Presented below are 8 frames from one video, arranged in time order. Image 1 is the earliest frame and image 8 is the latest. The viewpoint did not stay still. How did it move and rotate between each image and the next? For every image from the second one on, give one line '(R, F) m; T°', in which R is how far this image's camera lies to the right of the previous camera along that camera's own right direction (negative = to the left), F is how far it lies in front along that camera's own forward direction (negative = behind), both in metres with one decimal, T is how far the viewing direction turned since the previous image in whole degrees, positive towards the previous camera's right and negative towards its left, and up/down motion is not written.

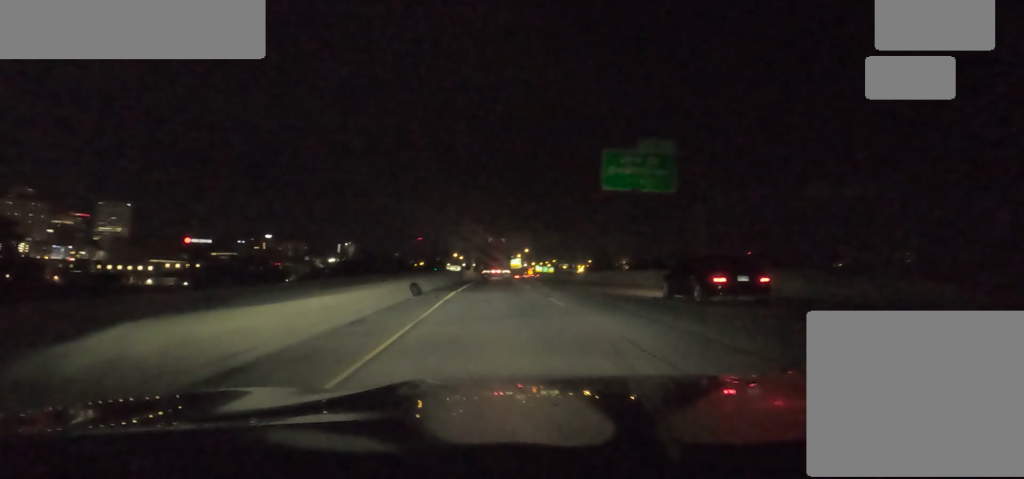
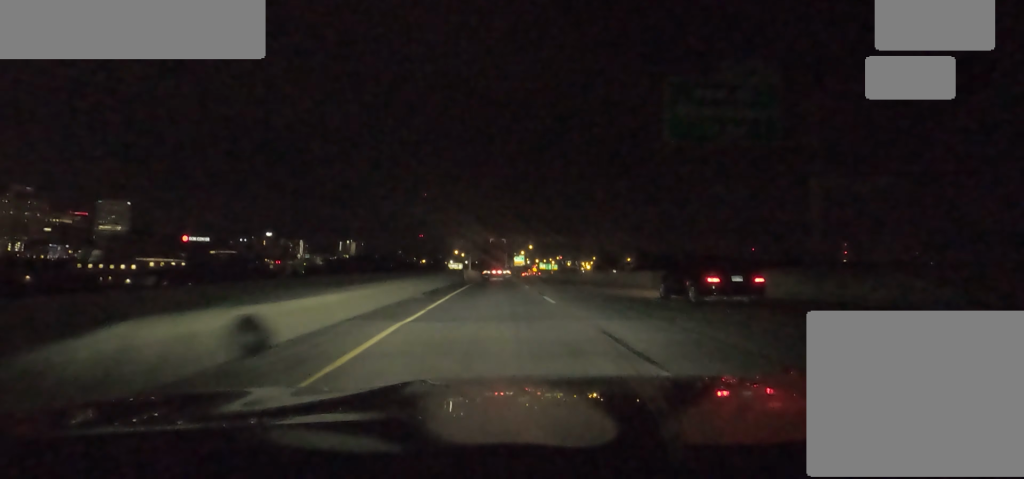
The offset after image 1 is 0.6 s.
(0.0, +12.4) m; 0°
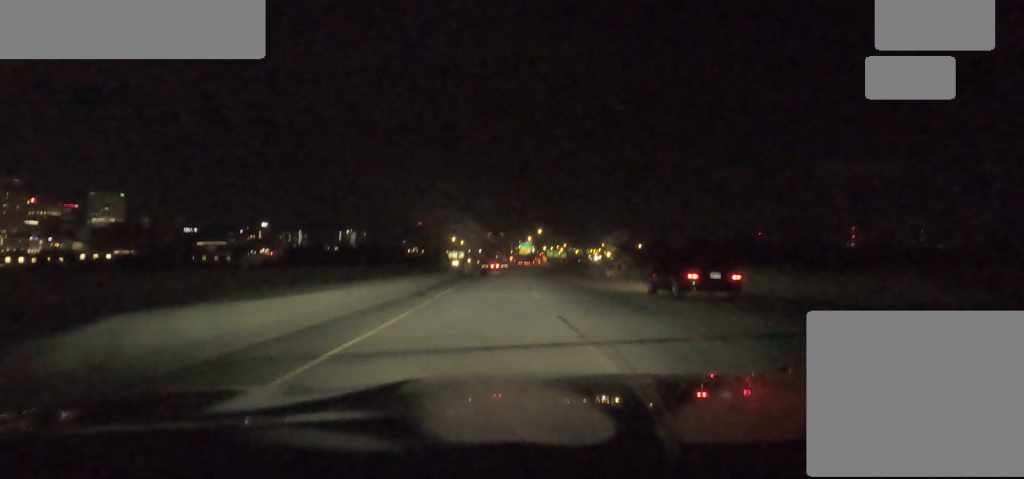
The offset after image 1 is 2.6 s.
(+1.4, +39.4) m; +2°
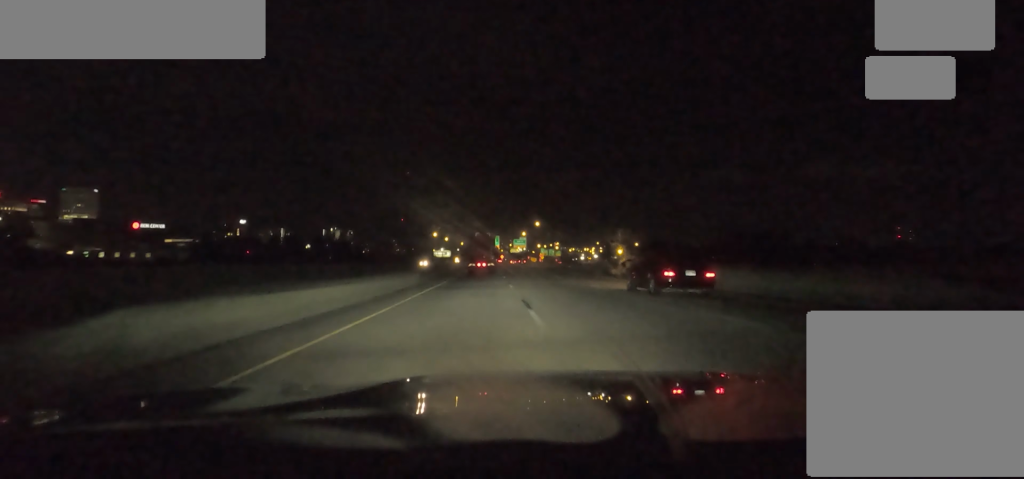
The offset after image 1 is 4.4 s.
(+0.2, +35.7) m; 0°
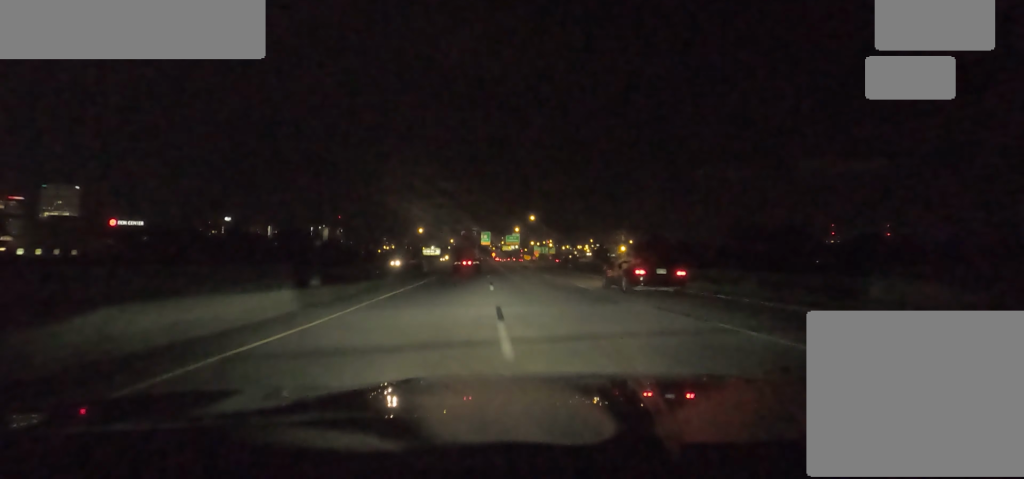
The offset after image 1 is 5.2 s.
(-0.1, +16.3) m; 0°
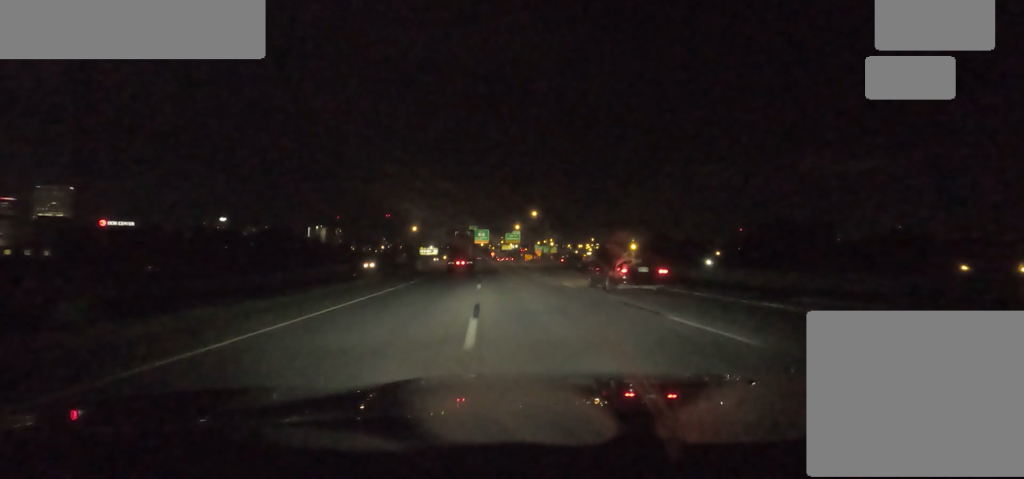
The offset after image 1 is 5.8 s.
(+0.1, +13.1) m; 0°
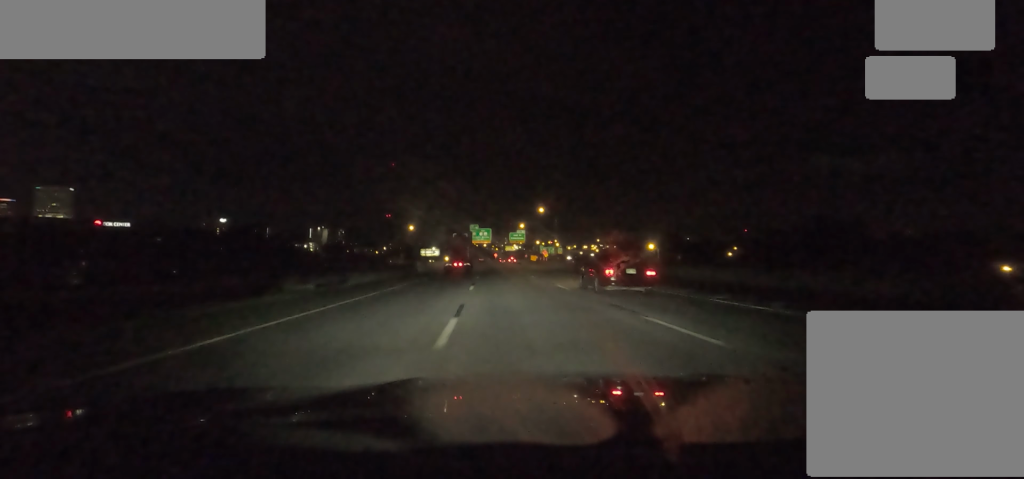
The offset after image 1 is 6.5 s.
(+0.1, +13.8) m; 0°
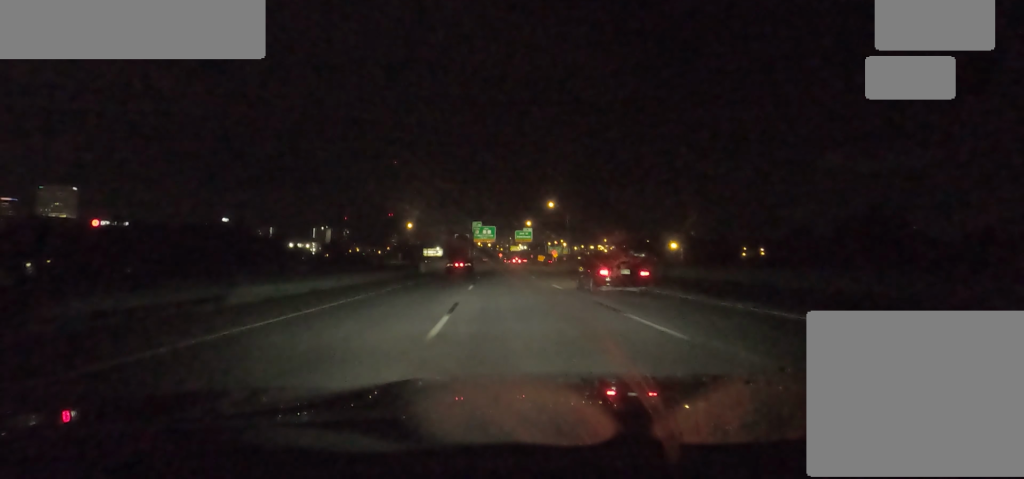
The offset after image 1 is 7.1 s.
(0.0, +13.5) m; 0°
